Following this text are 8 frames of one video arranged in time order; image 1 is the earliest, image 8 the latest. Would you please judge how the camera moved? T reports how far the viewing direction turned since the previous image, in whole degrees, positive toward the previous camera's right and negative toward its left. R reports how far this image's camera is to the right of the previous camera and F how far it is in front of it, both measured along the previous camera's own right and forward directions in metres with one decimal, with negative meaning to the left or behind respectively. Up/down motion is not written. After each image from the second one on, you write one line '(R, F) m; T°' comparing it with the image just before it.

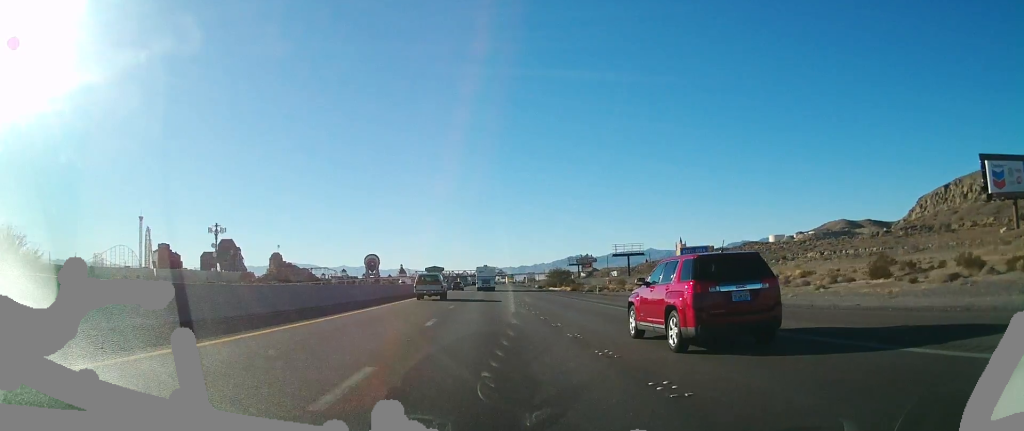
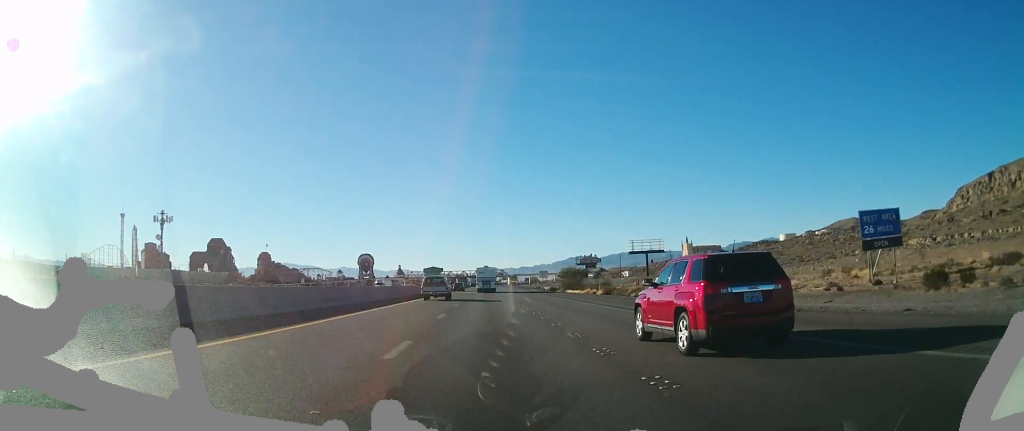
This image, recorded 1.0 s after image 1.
(+0.2, +32.1) m; 0°
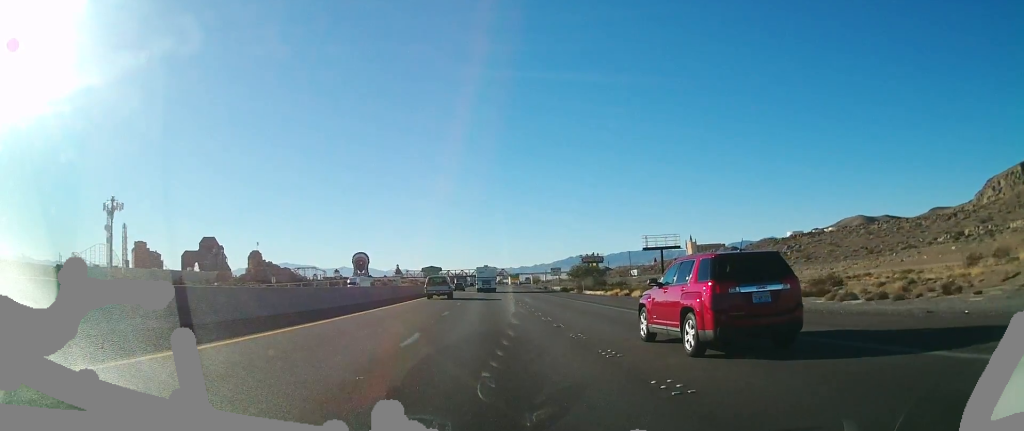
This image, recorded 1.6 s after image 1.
(0.0, +22.2) m; 0°
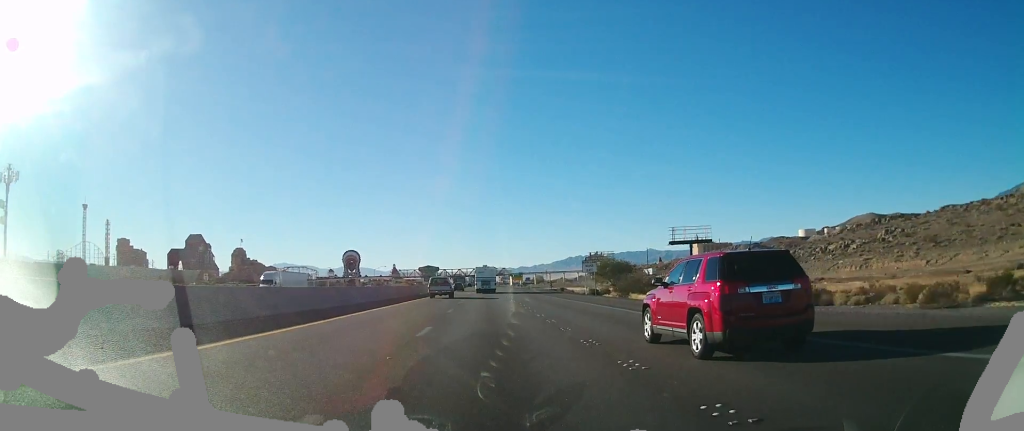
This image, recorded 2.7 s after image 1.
(-0.1, +34.4) m; 0°
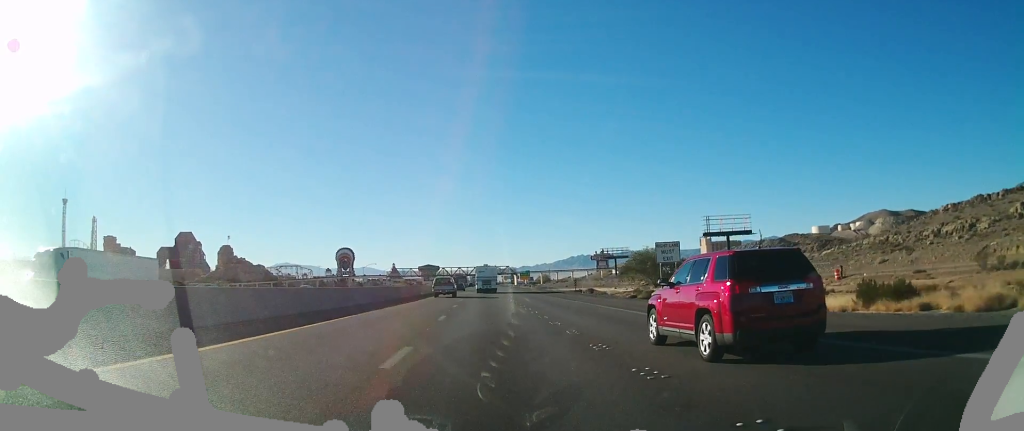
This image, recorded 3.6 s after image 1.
(+0.2, +30.0) m; 0°
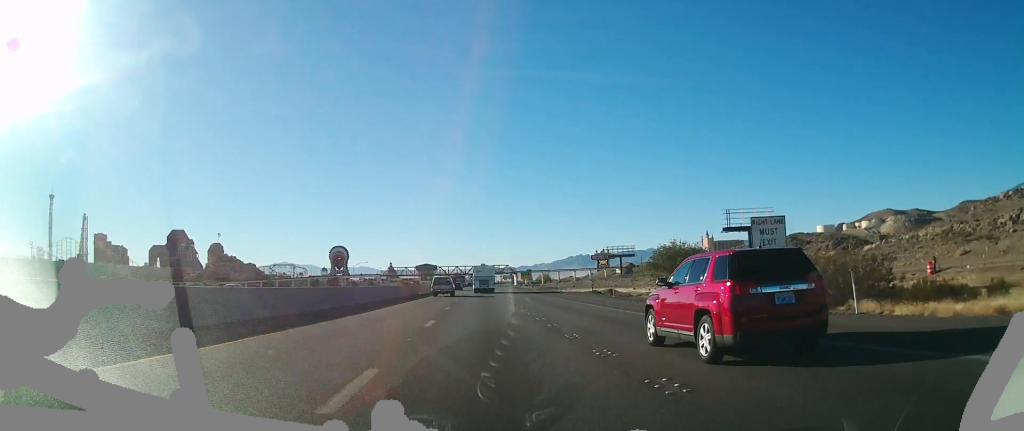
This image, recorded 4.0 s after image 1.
(-0.2, +15.5) m; 0°
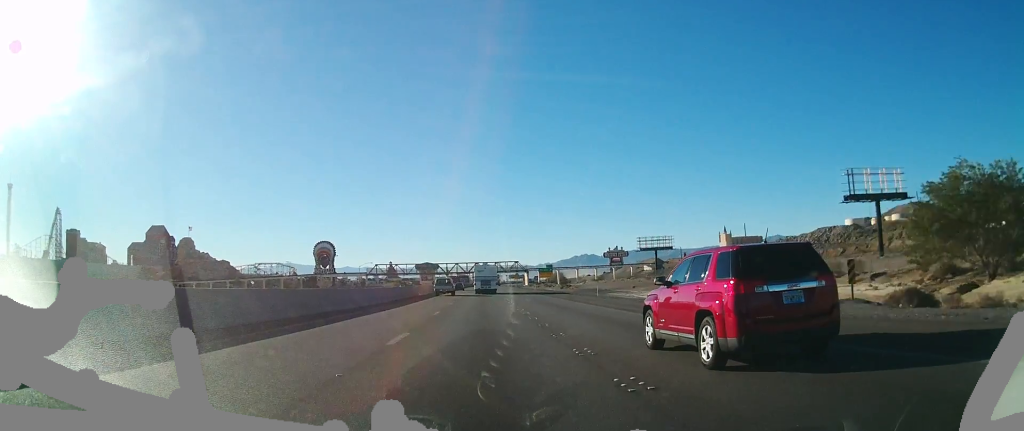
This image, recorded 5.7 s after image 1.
(+0.2, +54.3) m; 0°
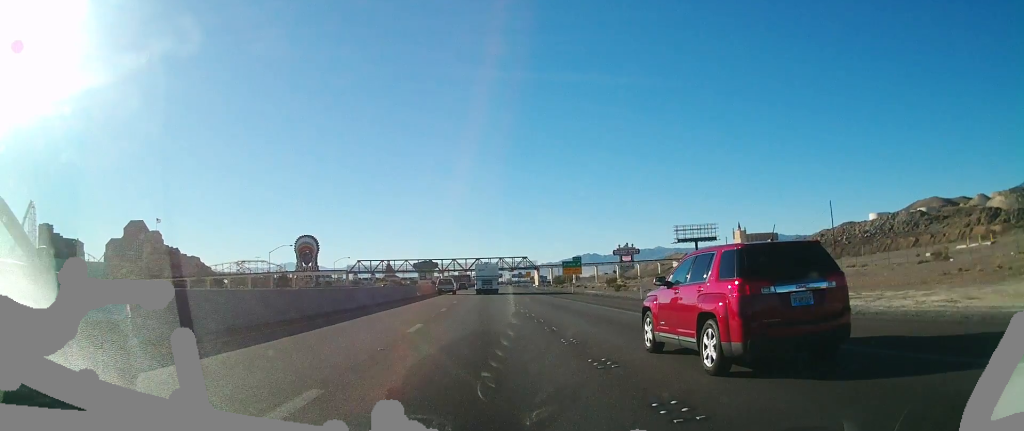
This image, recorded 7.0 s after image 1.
(-0.3, +45.3) m; 0°
